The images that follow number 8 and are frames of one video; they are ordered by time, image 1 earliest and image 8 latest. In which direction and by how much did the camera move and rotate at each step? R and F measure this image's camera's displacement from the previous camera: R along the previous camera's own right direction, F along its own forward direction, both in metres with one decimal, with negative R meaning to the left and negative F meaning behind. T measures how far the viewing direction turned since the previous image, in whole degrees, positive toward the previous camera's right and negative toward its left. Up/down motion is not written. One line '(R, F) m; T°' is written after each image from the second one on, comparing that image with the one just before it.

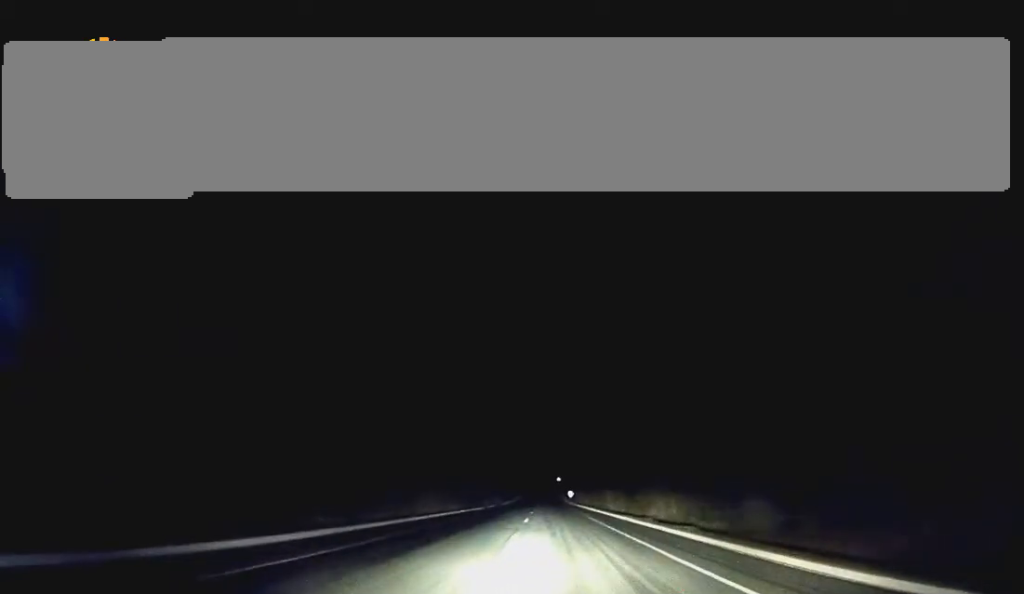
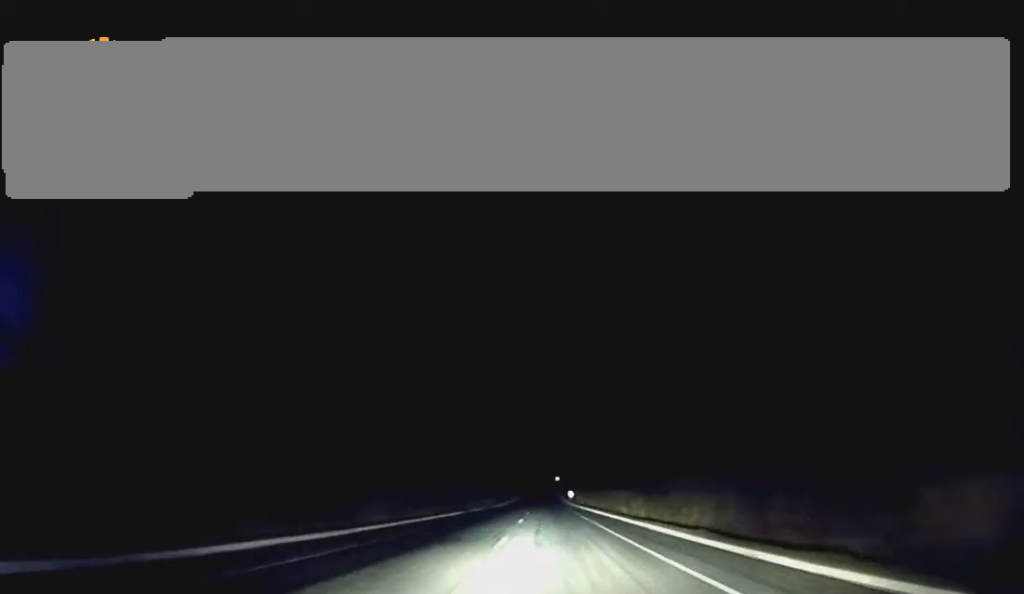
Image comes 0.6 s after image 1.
(0.0, +17.1) m; 0°
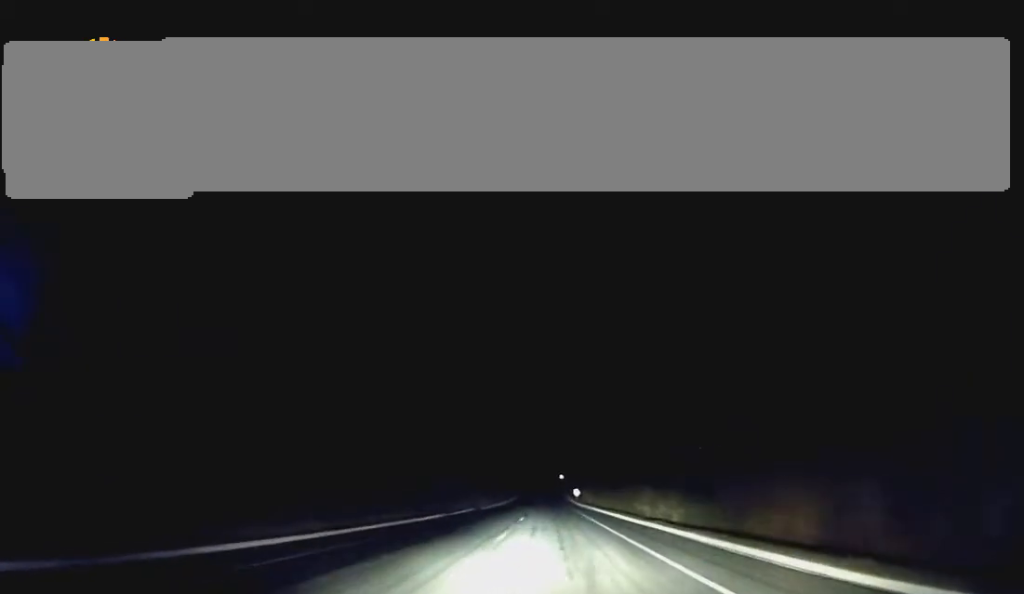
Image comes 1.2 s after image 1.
(0.0, +15.4) m; 0°
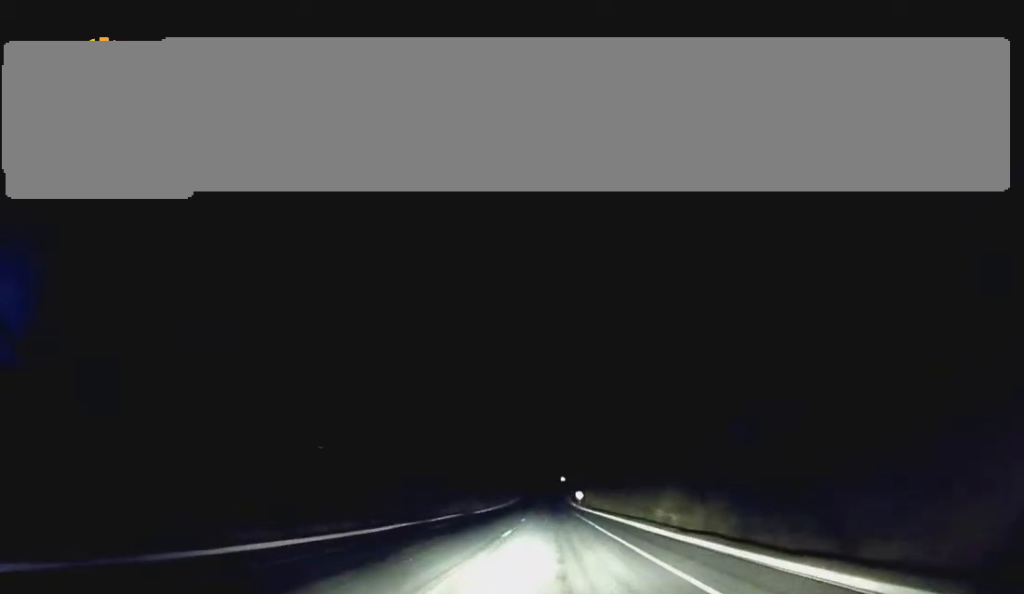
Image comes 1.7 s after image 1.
(0.0, +13.0) m; 0°
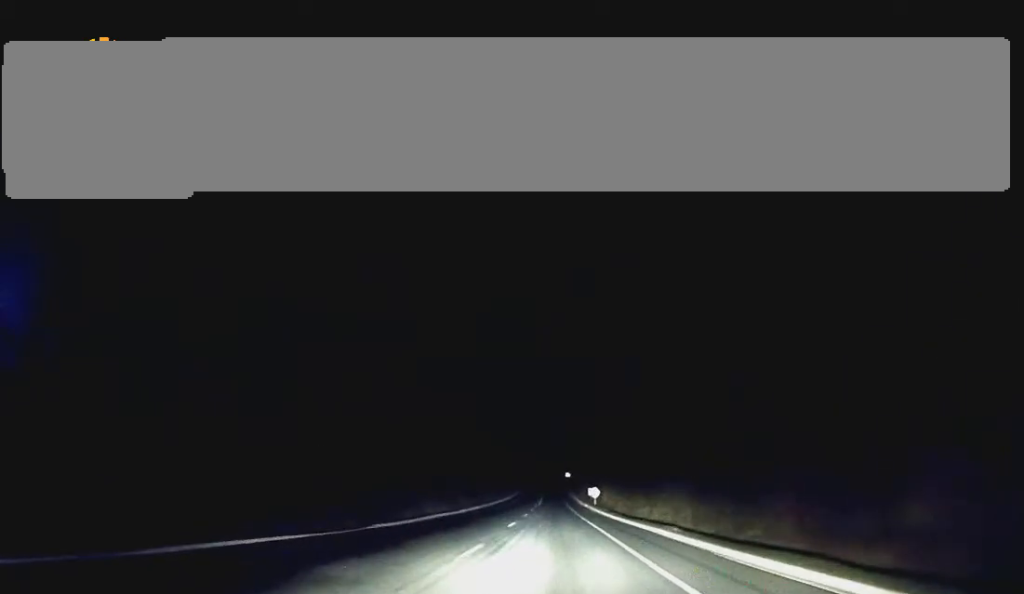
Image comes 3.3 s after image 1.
(0.0, +45.0) m; 0°
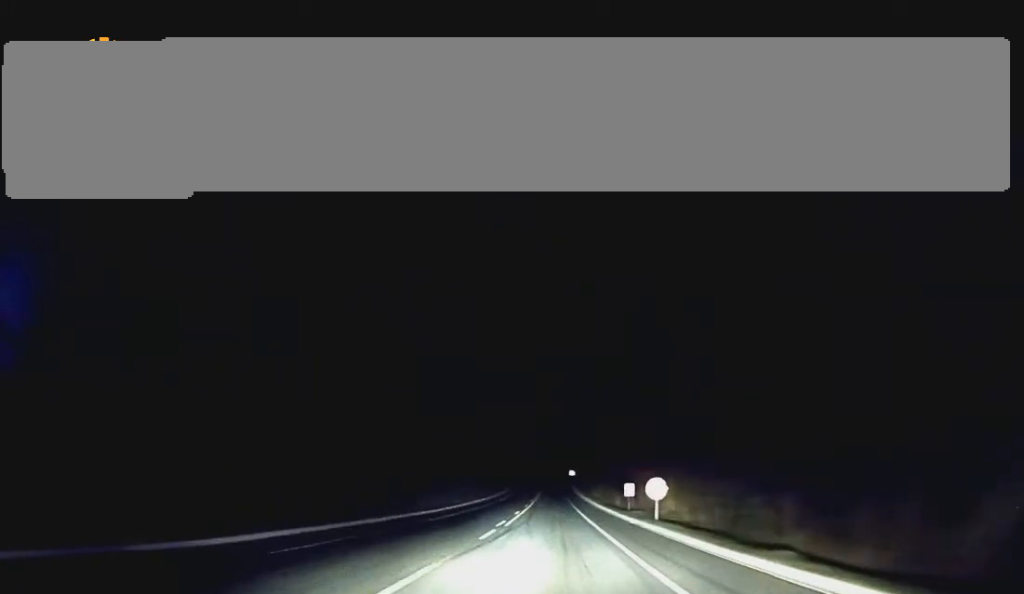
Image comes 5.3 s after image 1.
(+0.3, +58.4) m; +1°
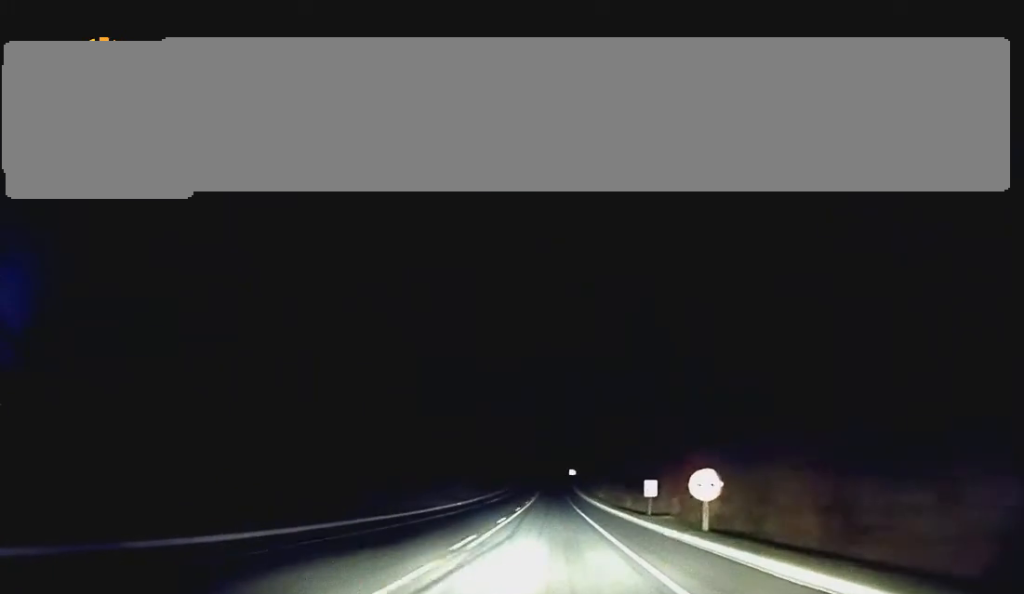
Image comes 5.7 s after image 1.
(0.0, +12.9) m; 0°
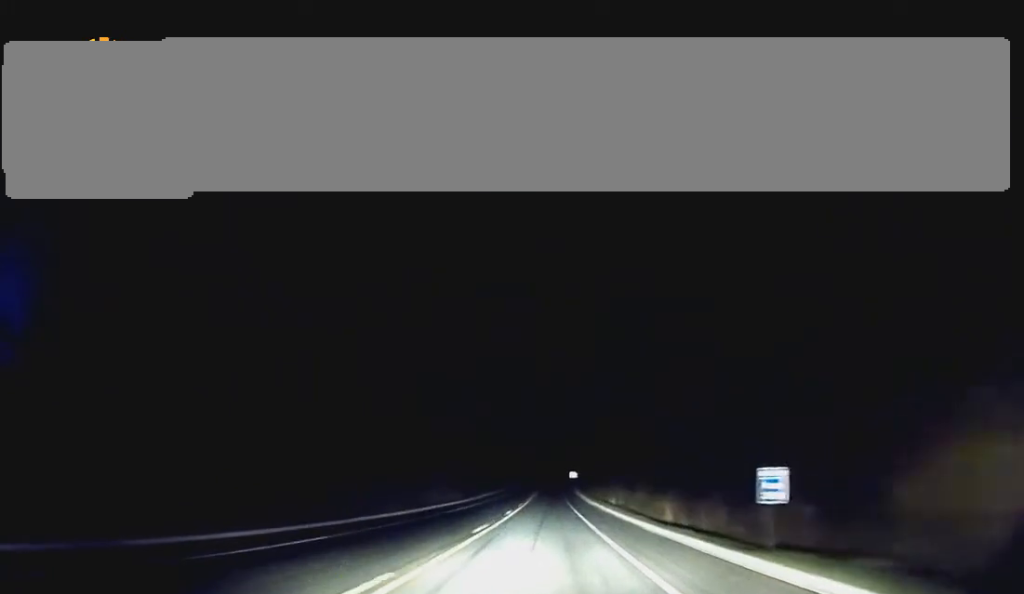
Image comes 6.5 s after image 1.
(0.0, +24.8) m; 0°
